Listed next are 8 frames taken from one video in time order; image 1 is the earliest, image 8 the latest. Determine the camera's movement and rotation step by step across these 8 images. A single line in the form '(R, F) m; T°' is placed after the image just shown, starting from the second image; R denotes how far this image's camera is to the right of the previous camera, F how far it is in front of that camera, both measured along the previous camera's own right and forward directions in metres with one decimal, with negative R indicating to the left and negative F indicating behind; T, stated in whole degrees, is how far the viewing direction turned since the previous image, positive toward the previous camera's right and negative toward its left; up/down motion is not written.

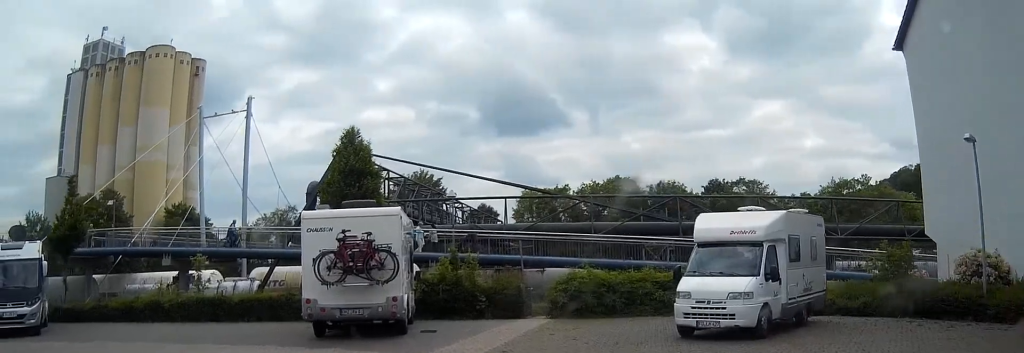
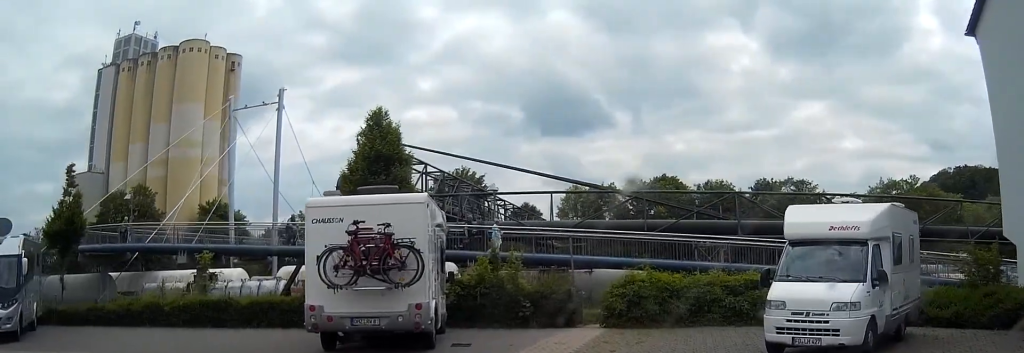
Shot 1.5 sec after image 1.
(+0.2, +3.6) m; +6°
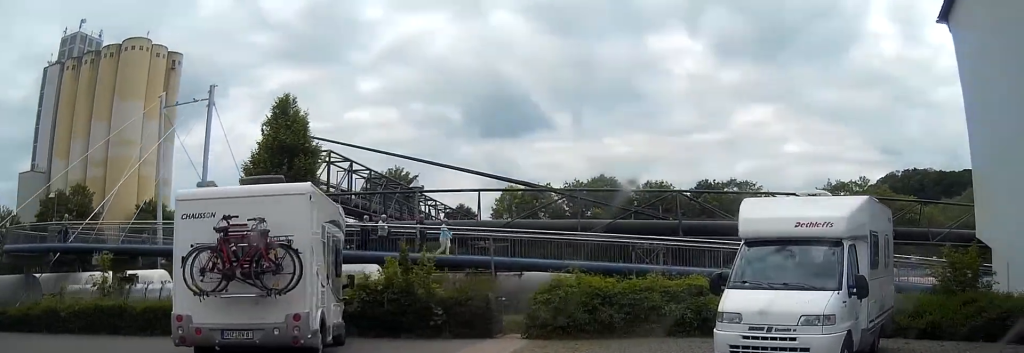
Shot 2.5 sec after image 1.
(+0.1, +2.5) m; +4°
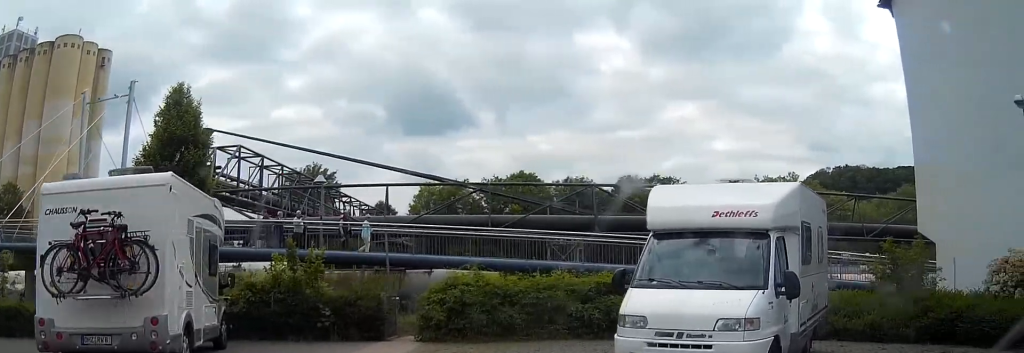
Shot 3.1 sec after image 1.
(-0.1, +1.7) m; +5°
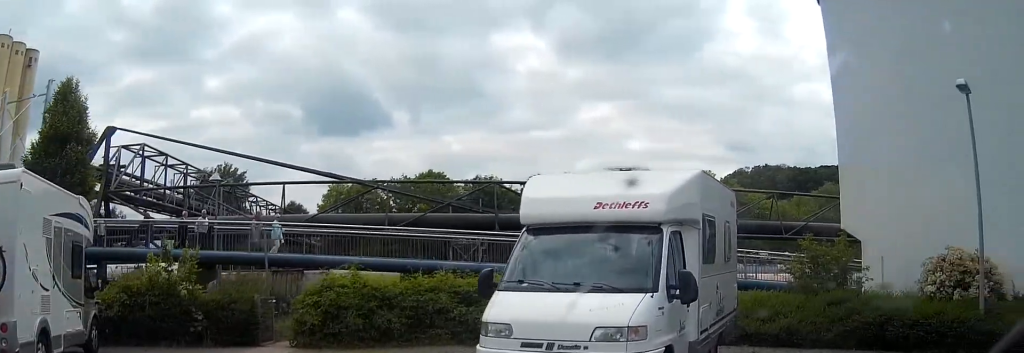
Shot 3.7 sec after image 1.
(+0.2, +1.5) m; +7°
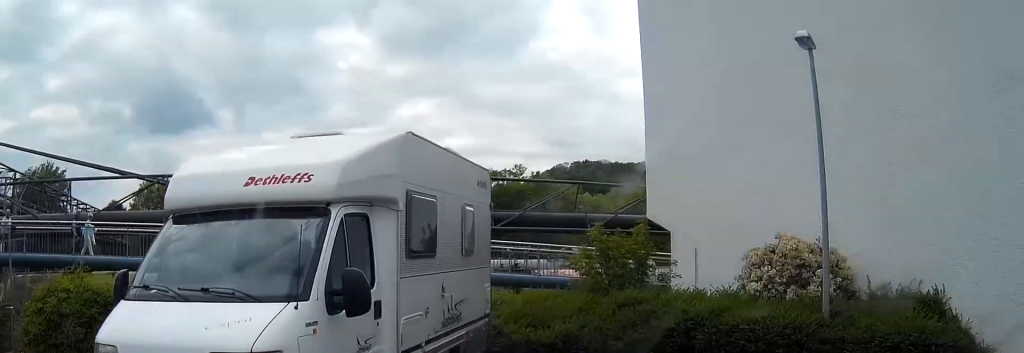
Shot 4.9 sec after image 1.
(+0.4, +3.0) m; +14°
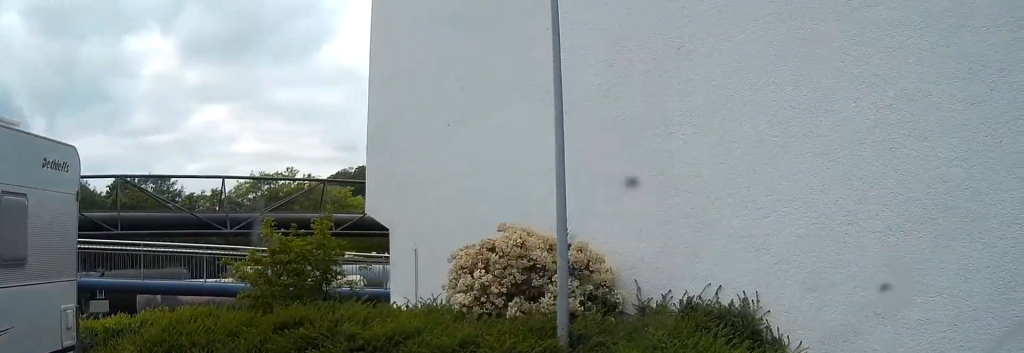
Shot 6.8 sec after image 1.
(+0.7, +3.7) m; +17°
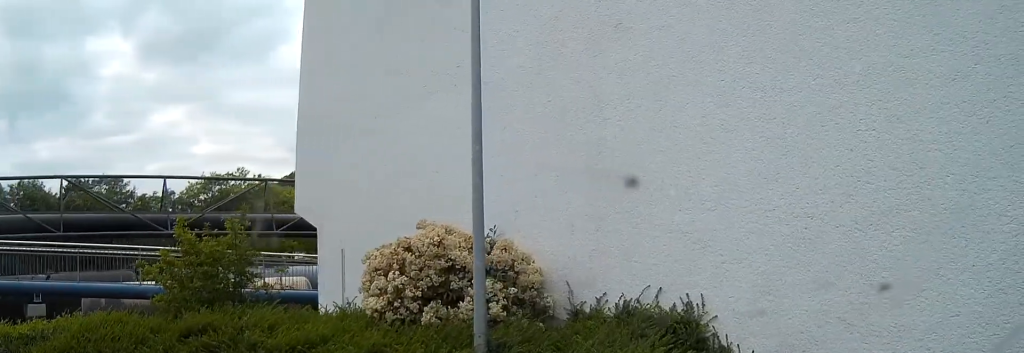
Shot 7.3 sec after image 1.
(+0.1, +0.7) m; 0°
